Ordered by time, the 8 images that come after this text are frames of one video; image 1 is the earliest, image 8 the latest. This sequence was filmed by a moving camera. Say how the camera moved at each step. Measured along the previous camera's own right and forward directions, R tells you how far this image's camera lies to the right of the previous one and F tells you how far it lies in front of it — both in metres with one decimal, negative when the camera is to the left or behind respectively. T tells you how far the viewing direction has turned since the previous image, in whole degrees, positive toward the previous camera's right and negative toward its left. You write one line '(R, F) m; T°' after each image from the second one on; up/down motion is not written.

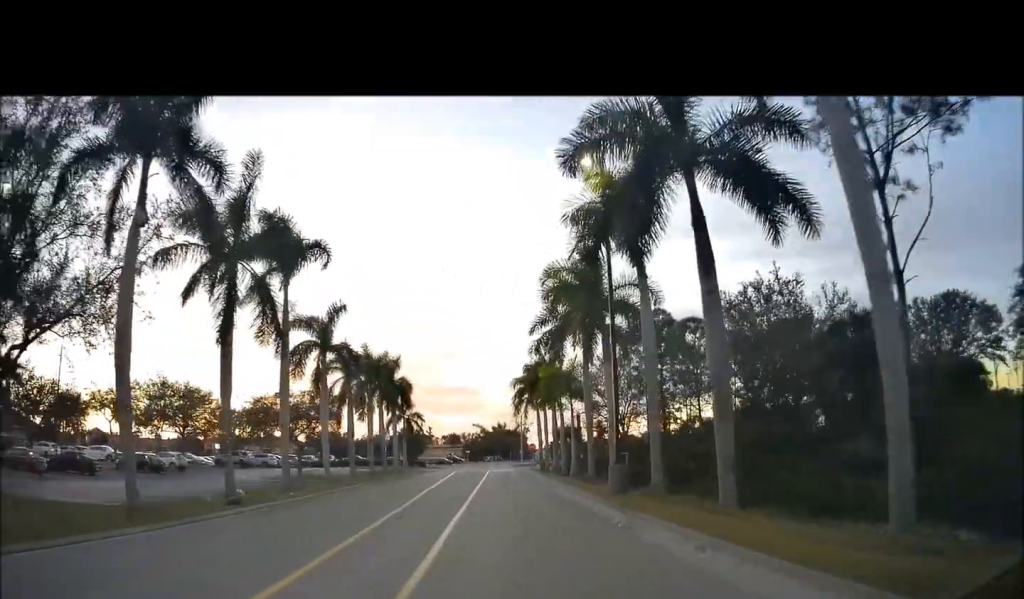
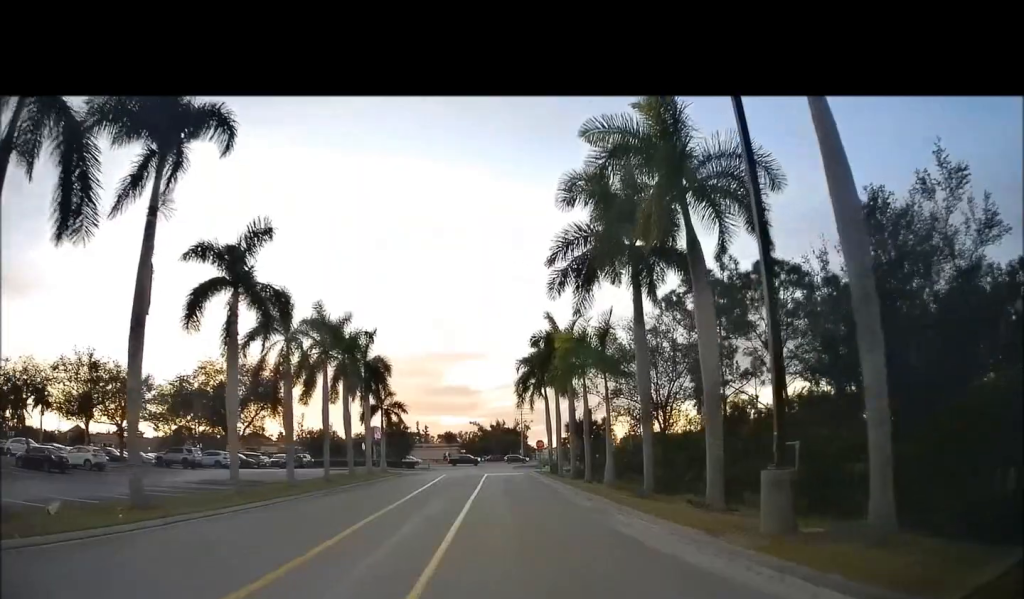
(0.0, +12.1) m; +2°
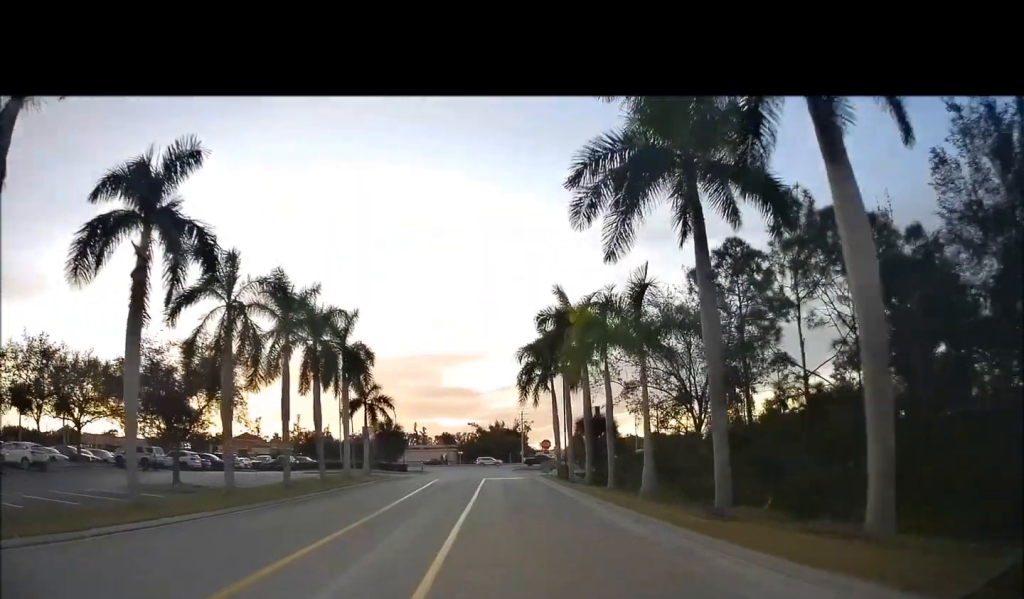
(+0.1, +6.6) m; +1°
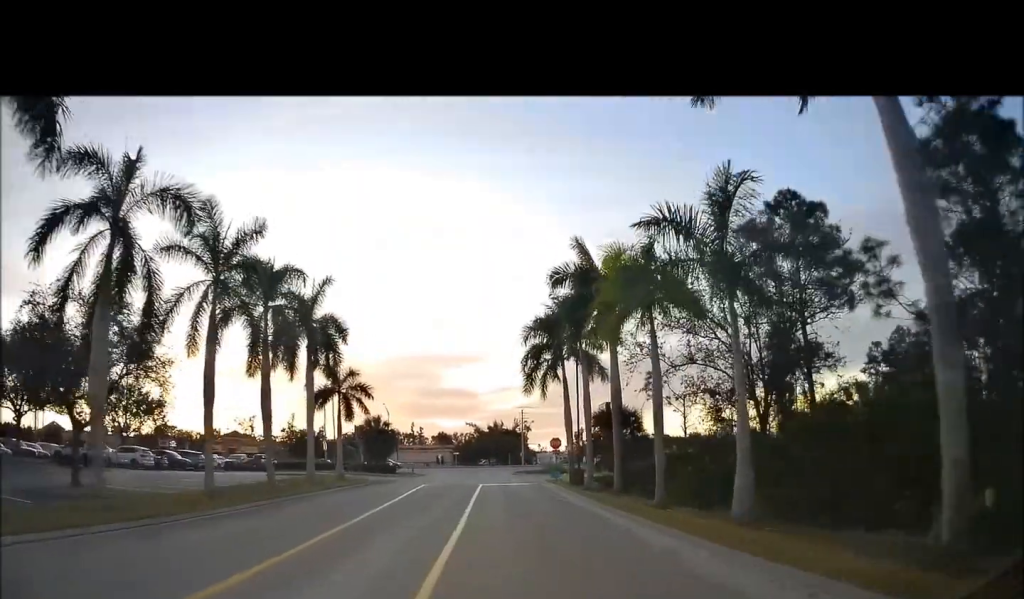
(0.0, +7.8) m; 0°
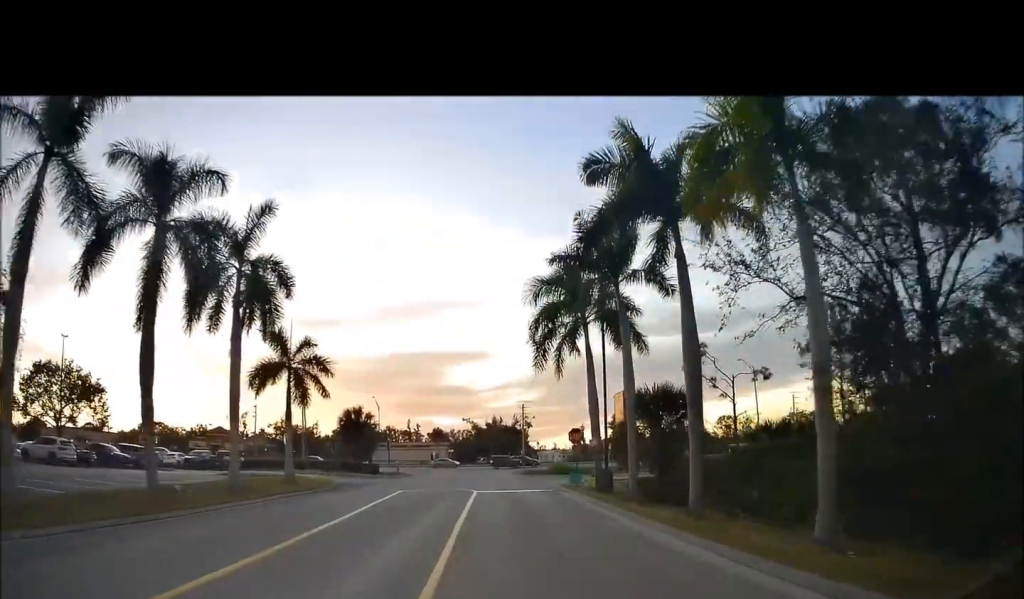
(0.0, +9.7) m; +1°
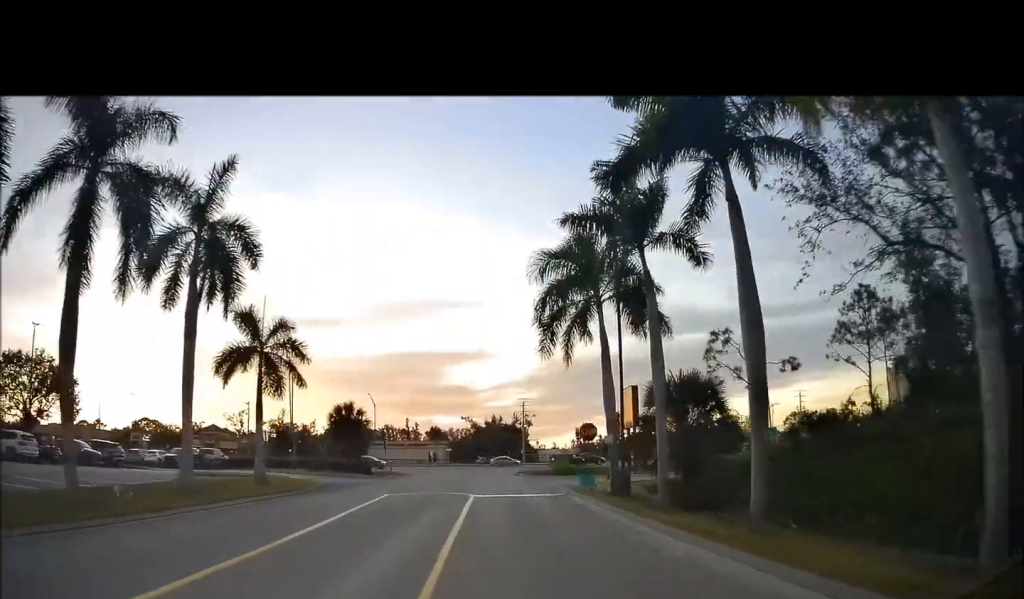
(-0.1, +3.8) m; +2°
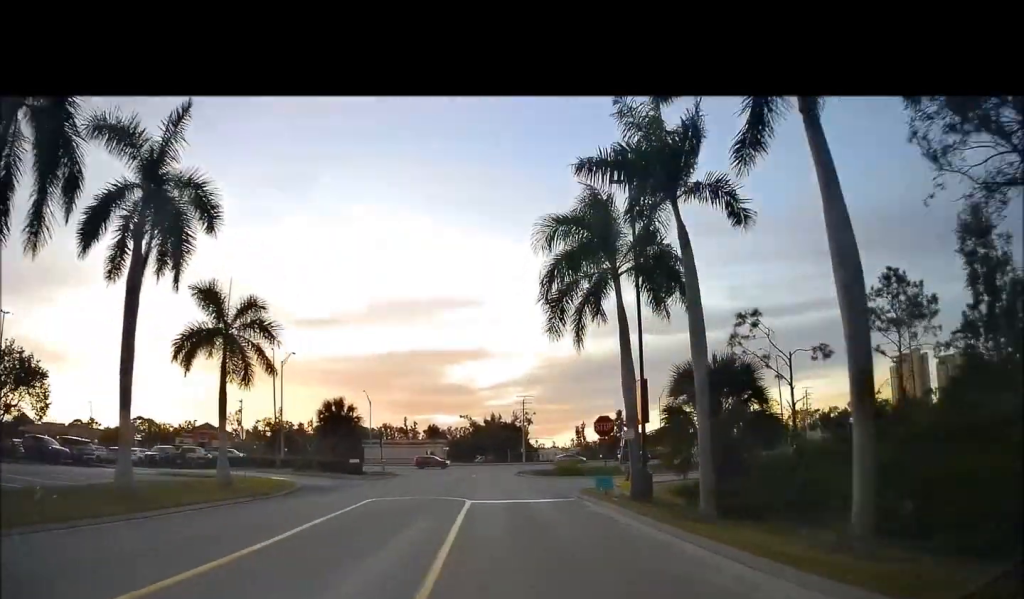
(0.0, +3.7) m; +1°
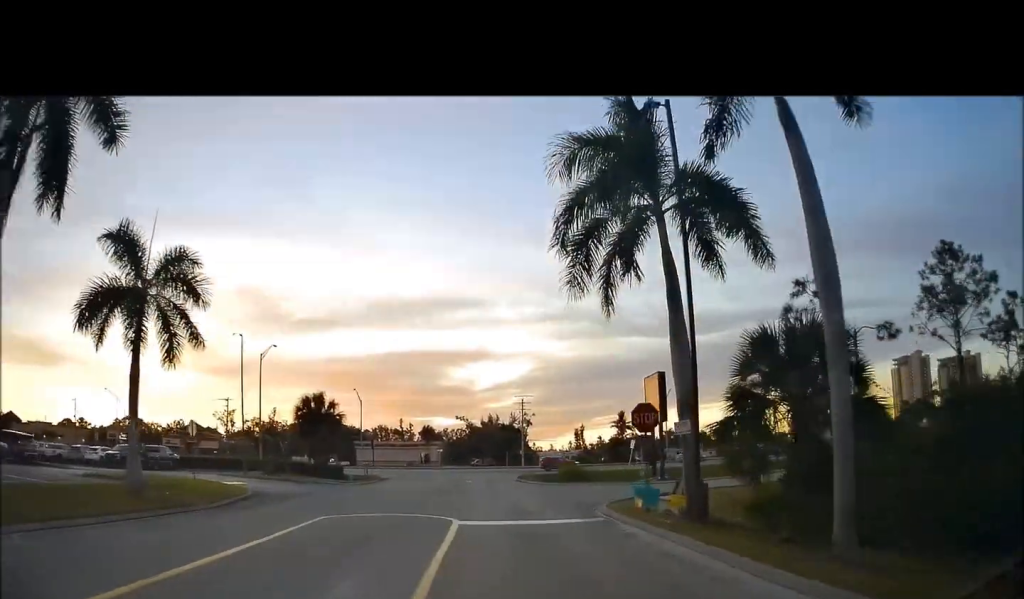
(+0.4, +6.1) m; 0°
